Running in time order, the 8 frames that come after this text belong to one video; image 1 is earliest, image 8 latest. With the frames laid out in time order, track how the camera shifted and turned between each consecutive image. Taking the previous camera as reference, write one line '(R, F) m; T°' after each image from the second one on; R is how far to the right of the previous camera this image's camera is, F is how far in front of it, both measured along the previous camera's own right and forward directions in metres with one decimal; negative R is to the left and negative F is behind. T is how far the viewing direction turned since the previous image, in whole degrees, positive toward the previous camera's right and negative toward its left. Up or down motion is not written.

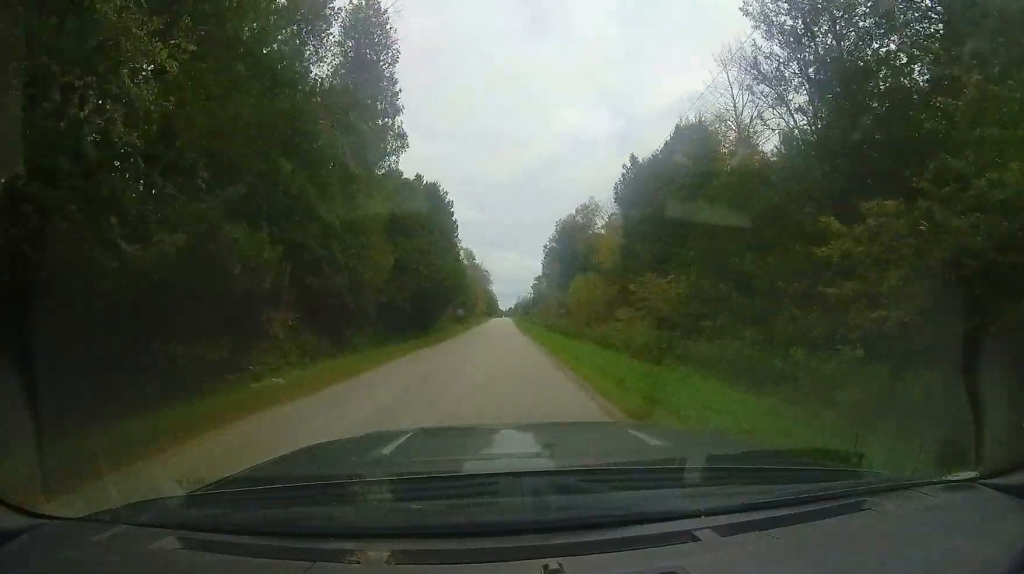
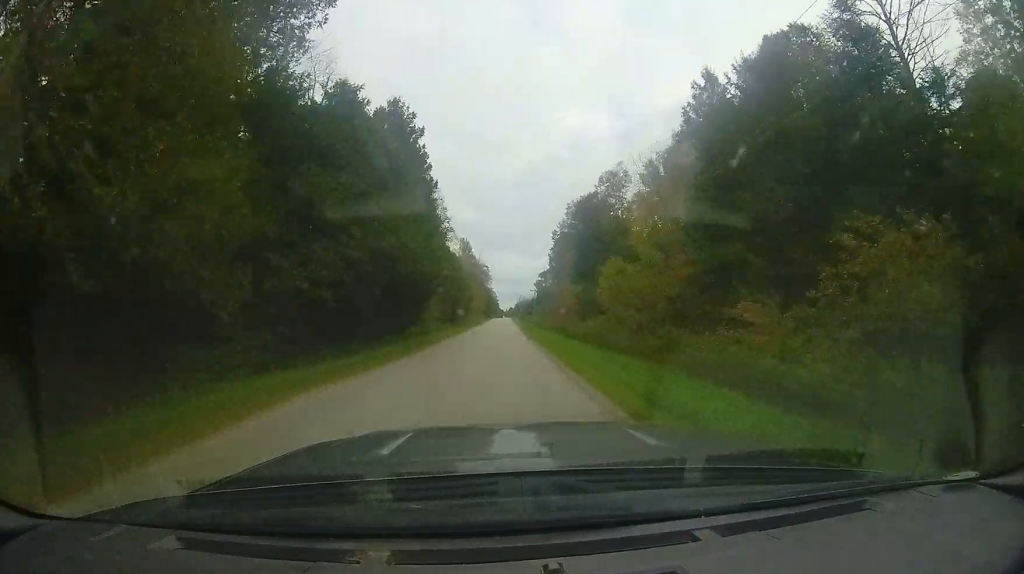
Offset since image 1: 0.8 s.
(0.0, +11.0) m; -1°
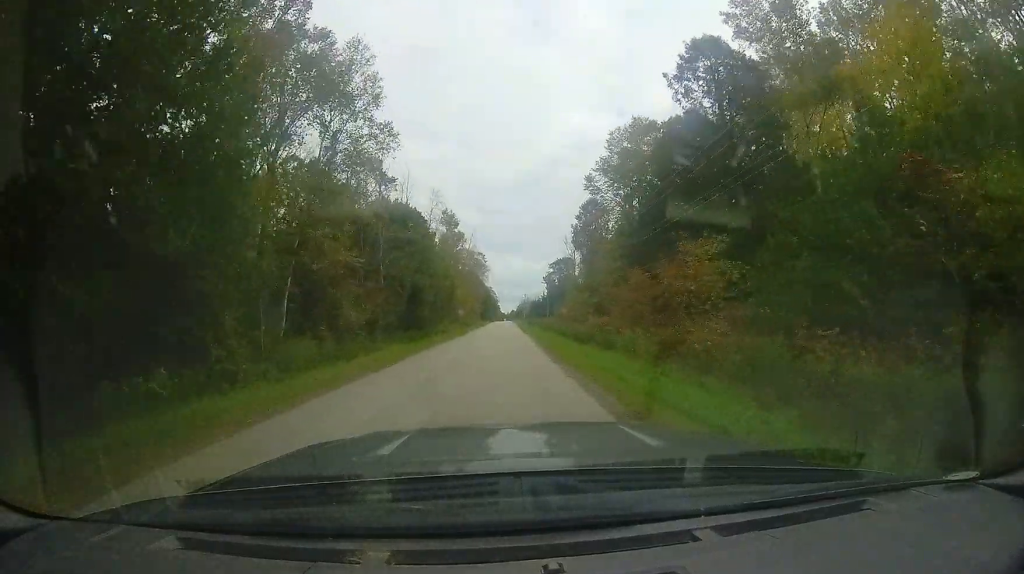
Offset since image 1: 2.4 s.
(-0.5, +23.5) m; -1°
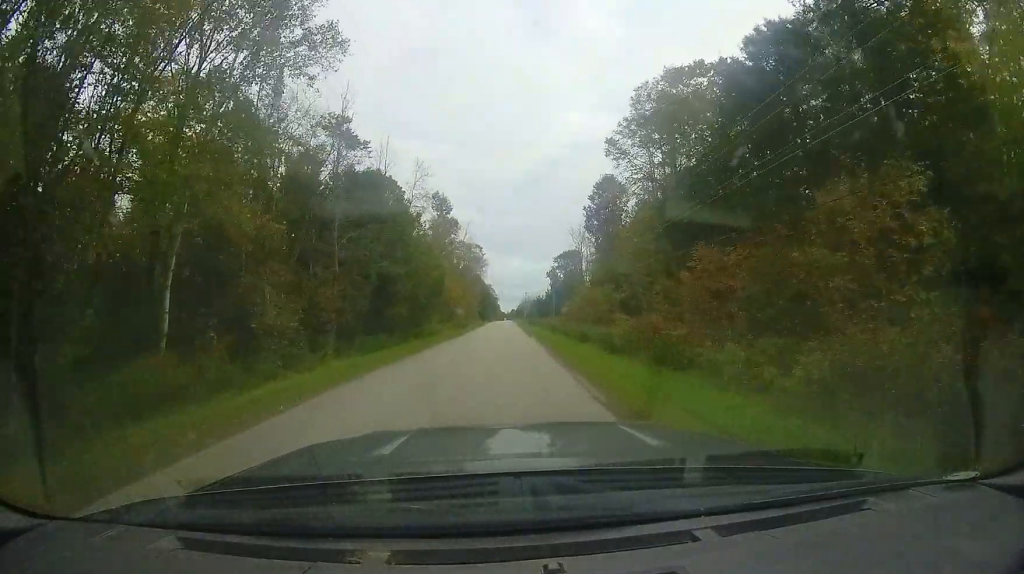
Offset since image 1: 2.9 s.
(-0.1, +7.4) m; +1°
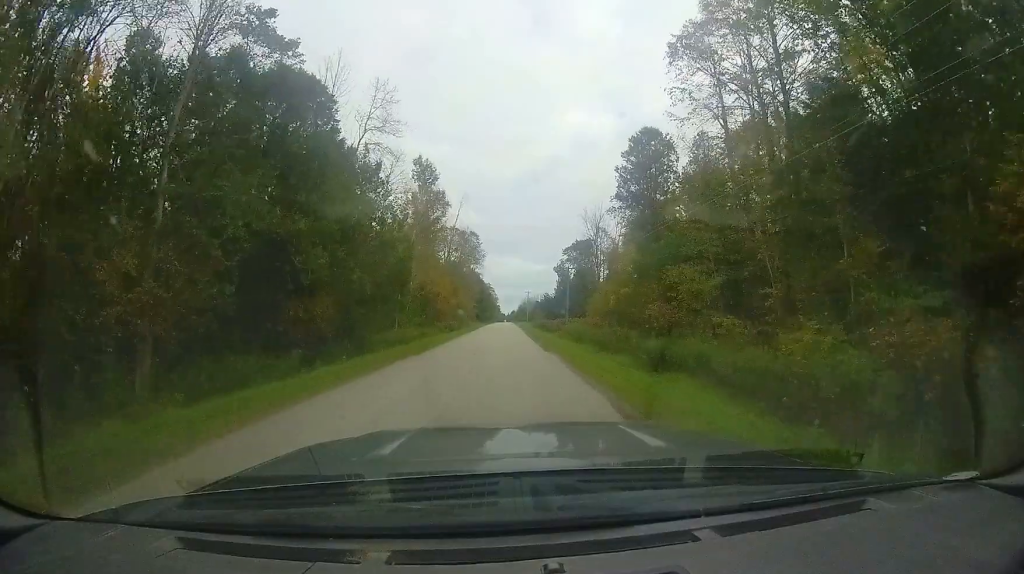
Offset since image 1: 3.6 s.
(+0.2, +11.3) m; +1°
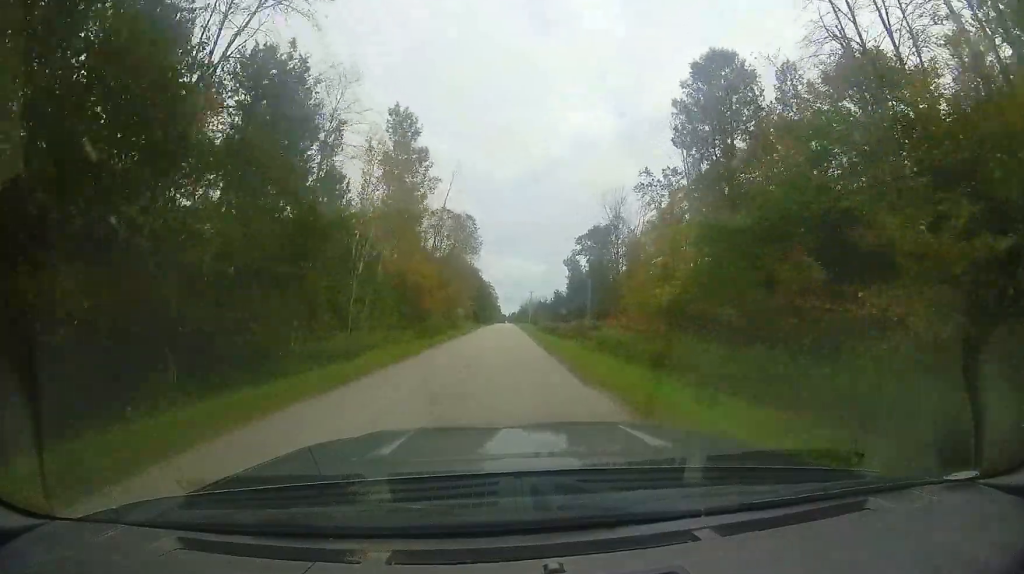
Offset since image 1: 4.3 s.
(+0.1, +9.8) m; 0°
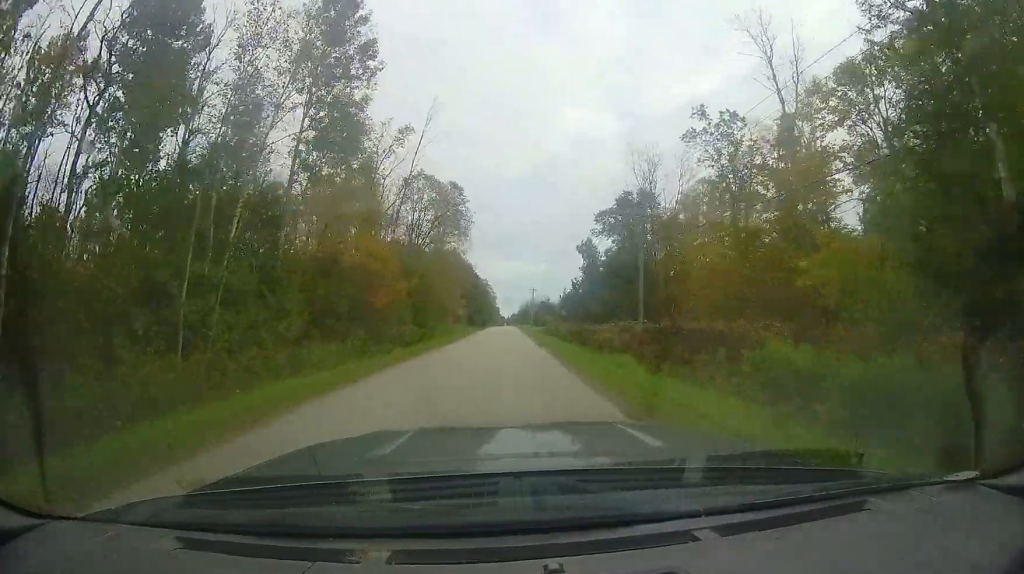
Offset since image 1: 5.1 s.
(0.0, +12.1) m; -1°
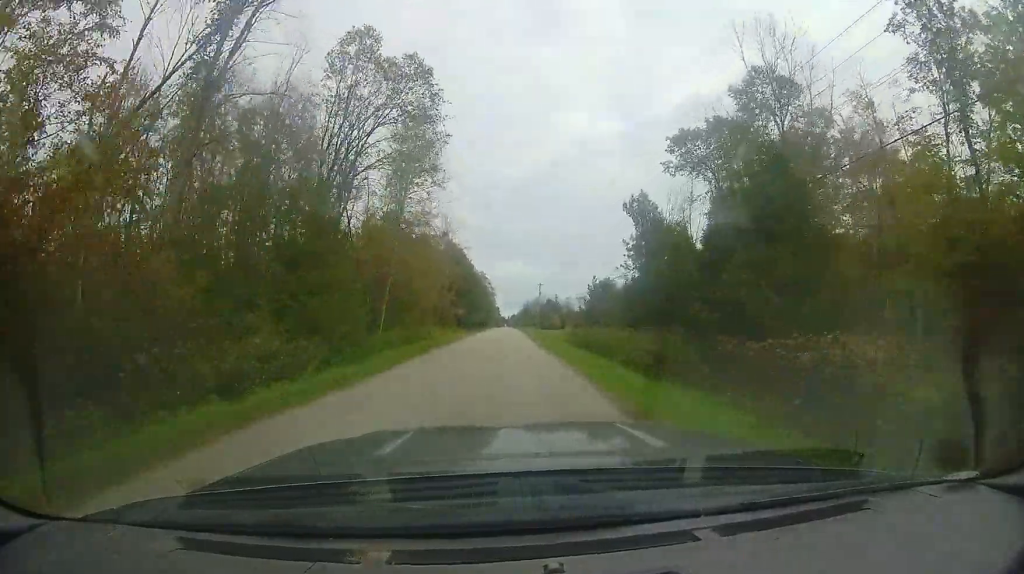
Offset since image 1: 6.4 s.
(-0.4, +17.8) m; -2°
